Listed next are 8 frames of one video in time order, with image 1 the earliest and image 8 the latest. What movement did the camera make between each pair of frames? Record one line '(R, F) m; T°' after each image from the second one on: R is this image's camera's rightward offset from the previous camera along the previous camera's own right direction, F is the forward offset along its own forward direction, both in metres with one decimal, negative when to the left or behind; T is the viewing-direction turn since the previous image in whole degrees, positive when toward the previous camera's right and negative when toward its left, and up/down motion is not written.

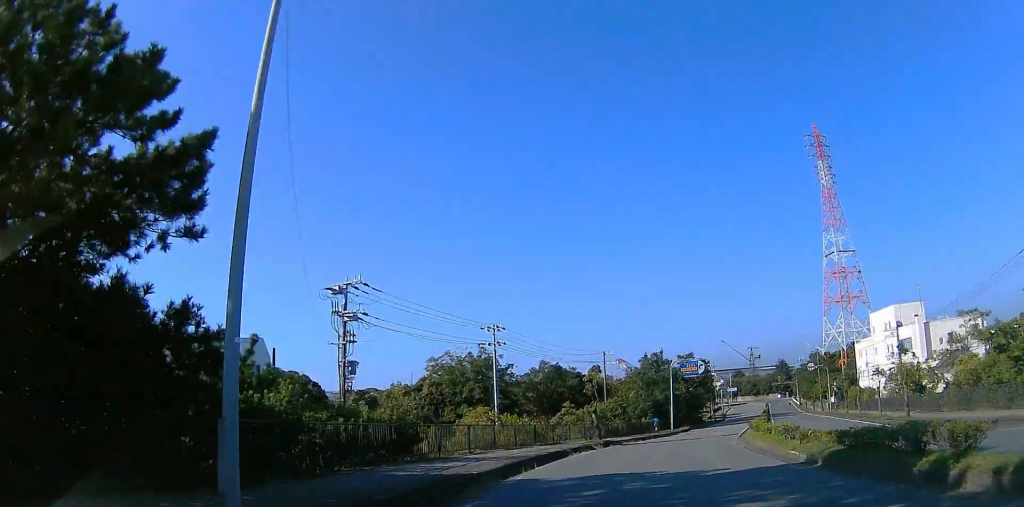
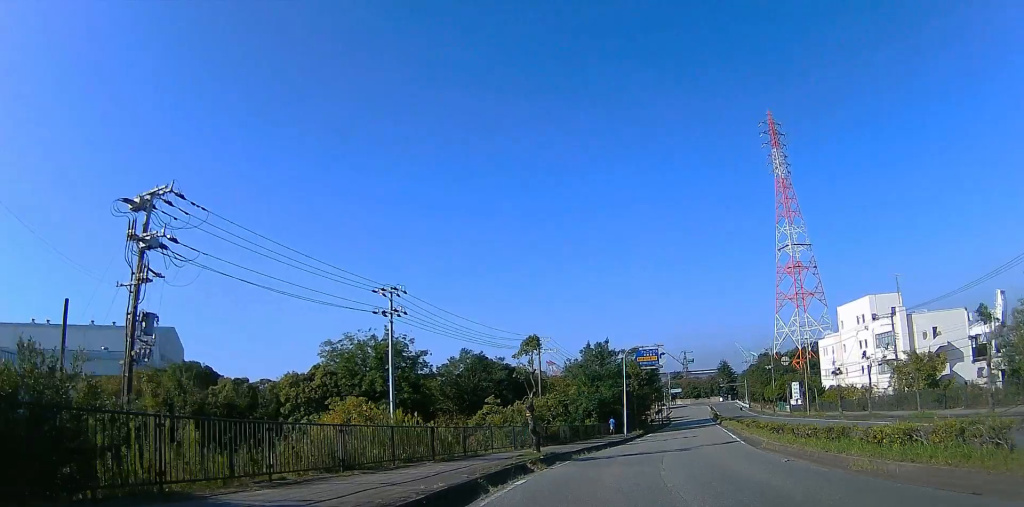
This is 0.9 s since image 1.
(-0.7, +12.1) m; +4°
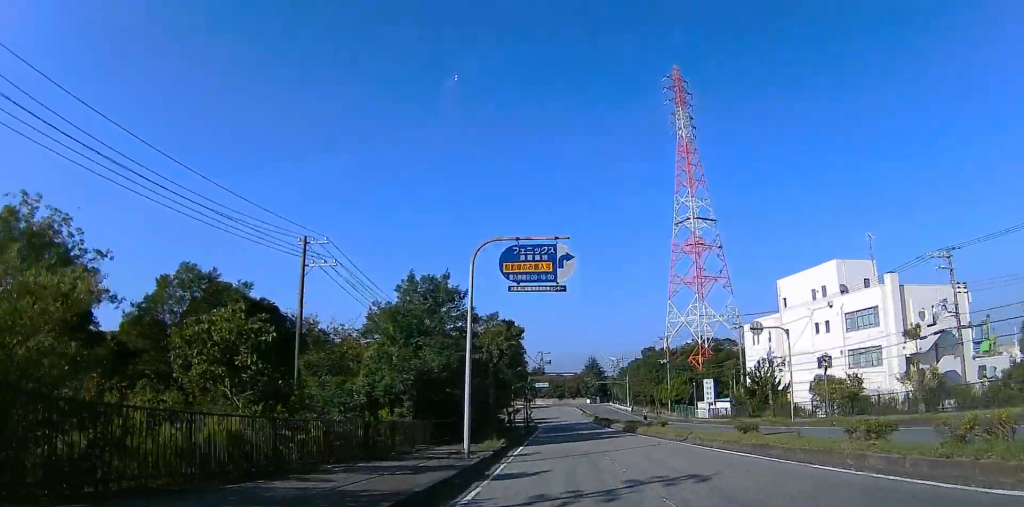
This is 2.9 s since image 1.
(+6.3, +26.3) m; +21°
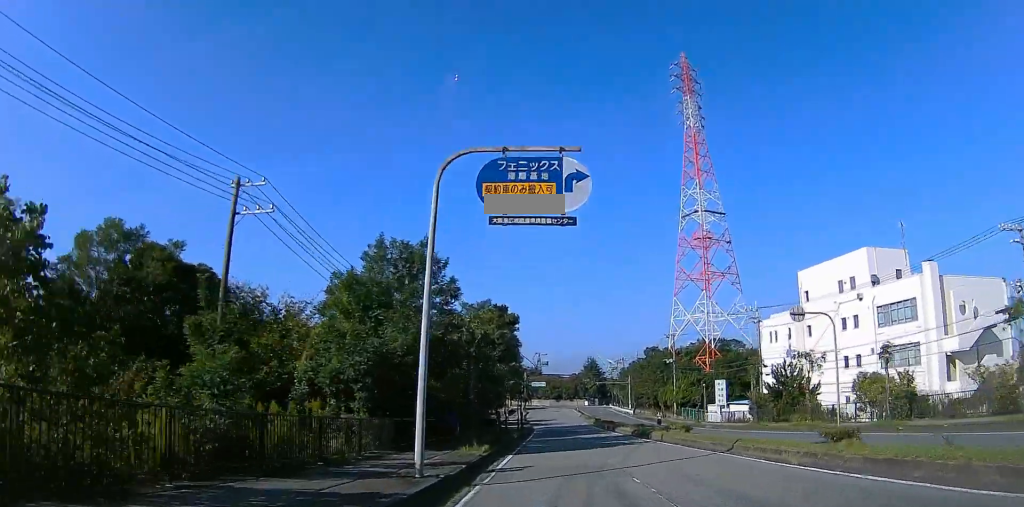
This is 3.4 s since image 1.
(+0.3, +6.5) m; +1°
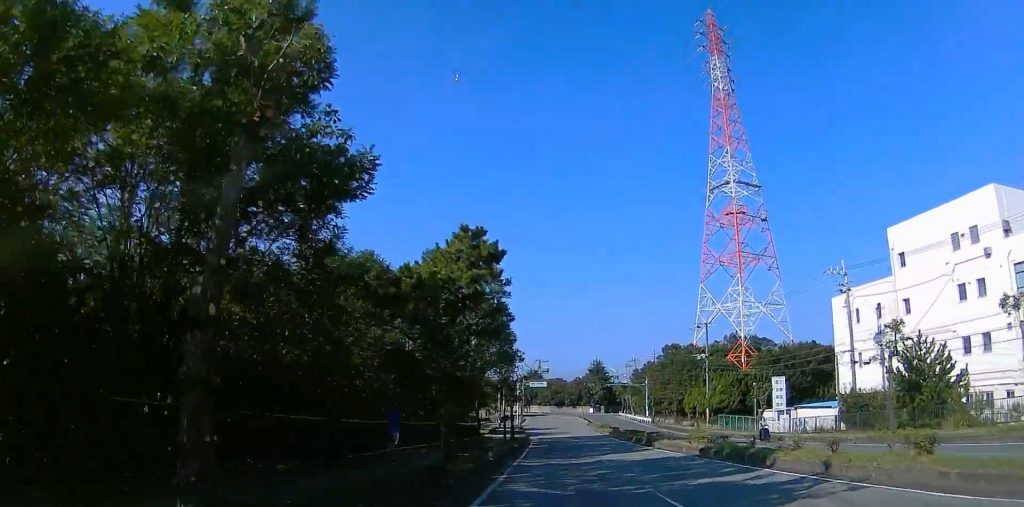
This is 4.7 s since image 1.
(+0.3, +18.0) m; -3°
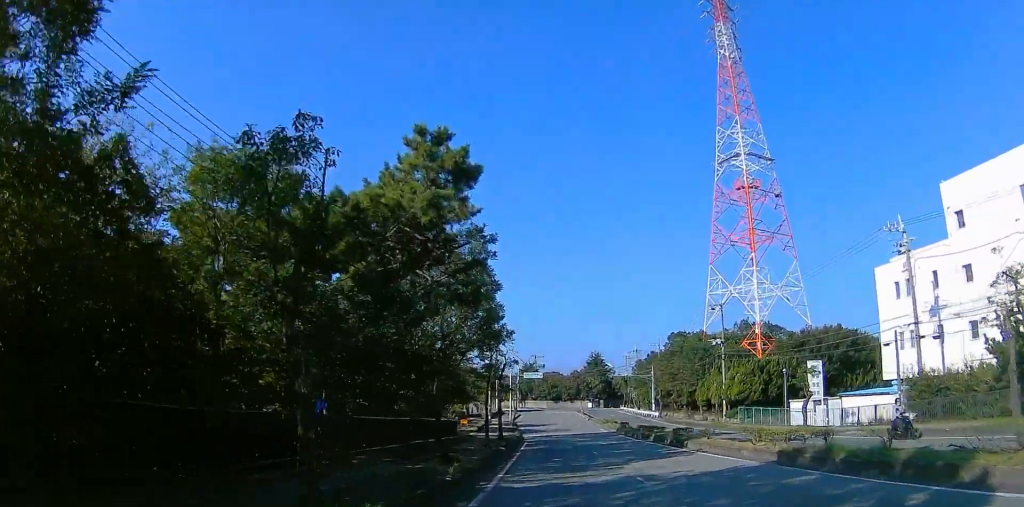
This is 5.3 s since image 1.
(-0.4, +8.5) m; -1°
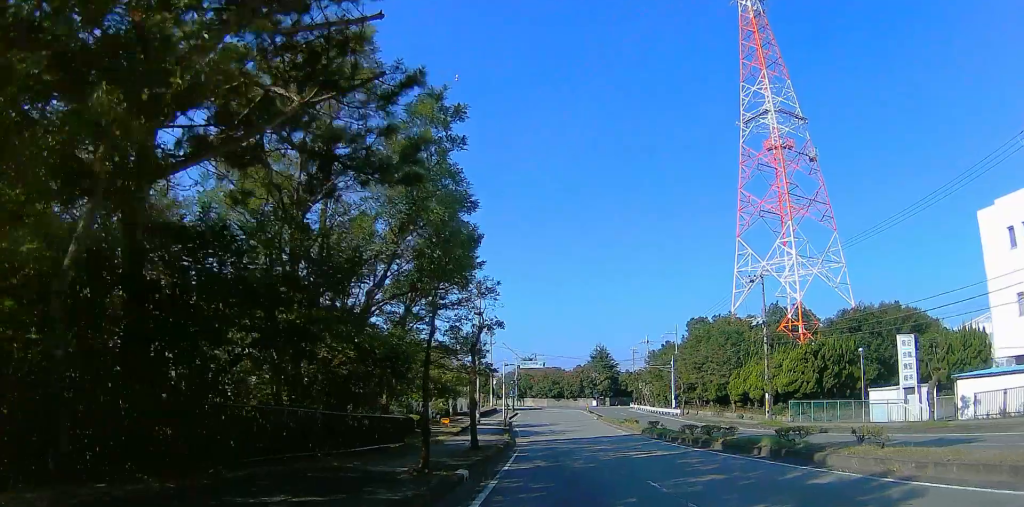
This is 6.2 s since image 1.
(-0.3, +13.0) m; +2°
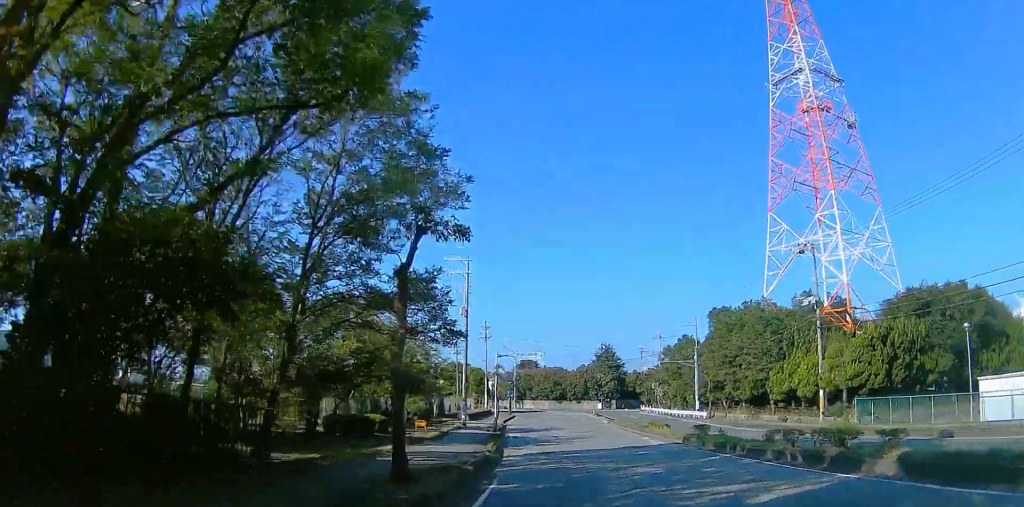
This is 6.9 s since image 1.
(+0.8, +10.9) m; +4°
